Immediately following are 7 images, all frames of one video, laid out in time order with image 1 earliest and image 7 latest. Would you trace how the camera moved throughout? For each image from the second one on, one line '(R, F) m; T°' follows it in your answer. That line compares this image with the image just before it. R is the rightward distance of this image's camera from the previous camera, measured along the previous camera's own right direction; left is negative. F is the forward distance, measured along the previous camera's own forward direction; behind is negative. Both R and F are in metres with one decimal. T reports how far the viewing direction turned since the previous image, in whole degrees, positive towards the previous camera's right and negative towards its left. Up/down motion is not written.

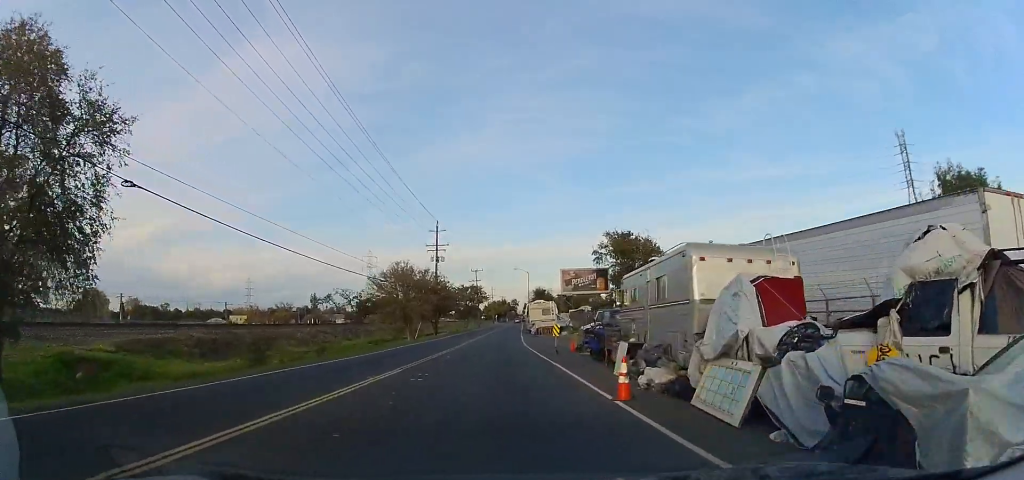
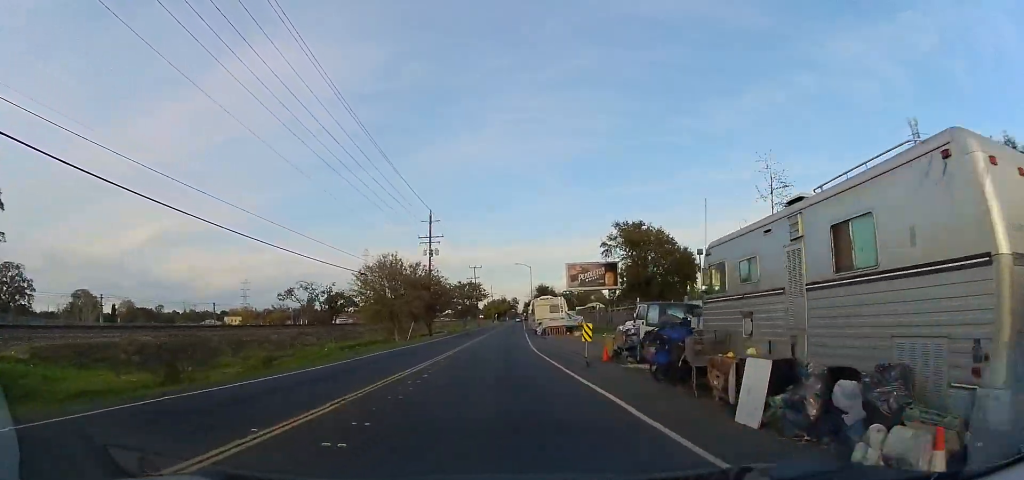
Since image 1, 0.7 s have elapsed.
(+0.2, +6.5) m; +1°
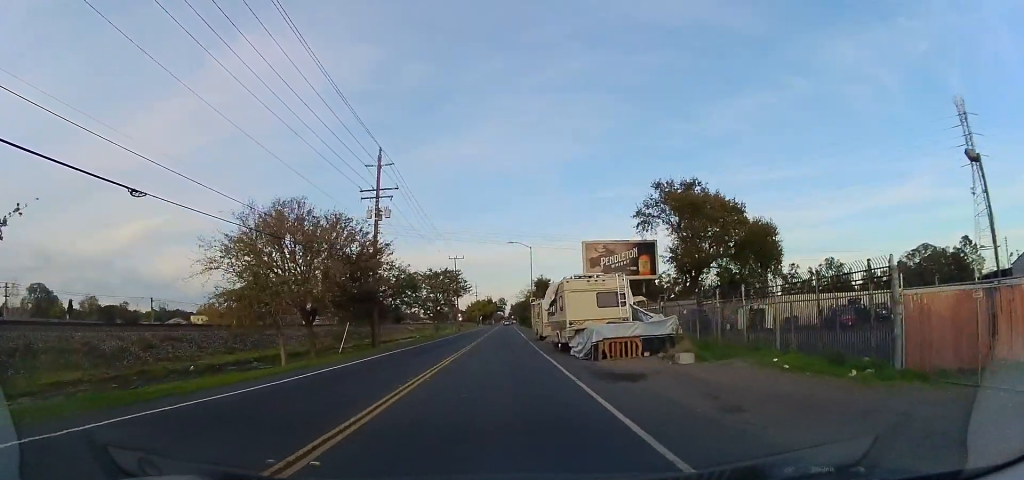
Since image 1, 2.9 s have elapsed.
(-0.4, +22.9) m; 0°
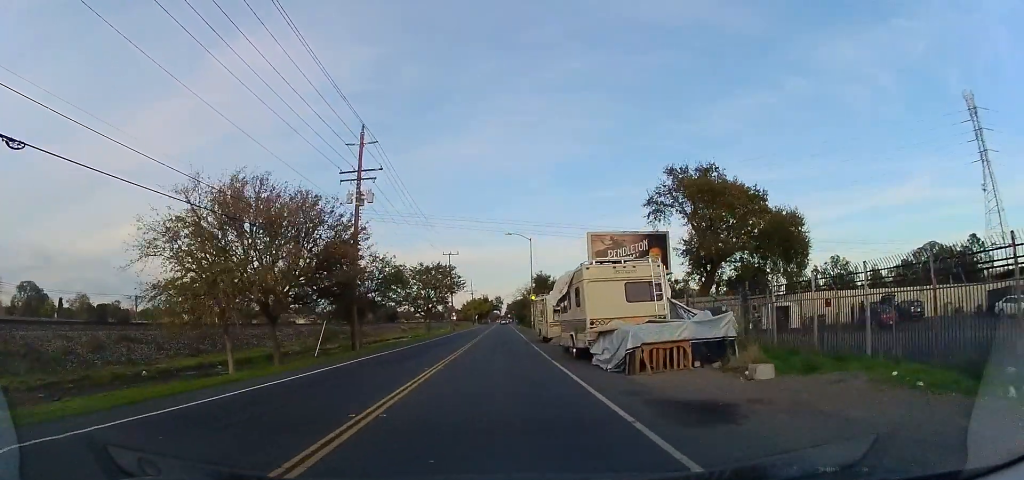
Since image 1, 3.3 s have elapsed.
(+0.3, +4.9) m; +1°
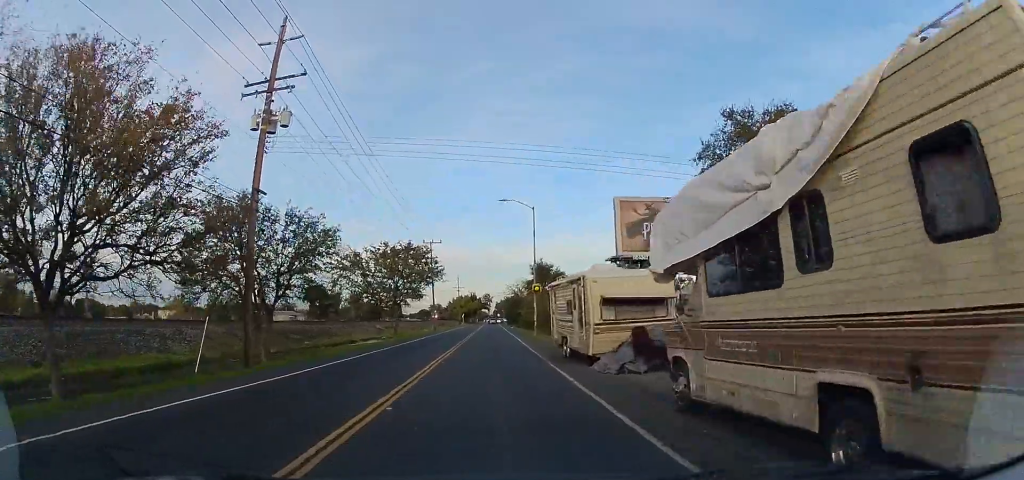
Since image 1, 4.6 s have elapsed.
(+0.5, +14.4) m; +1°
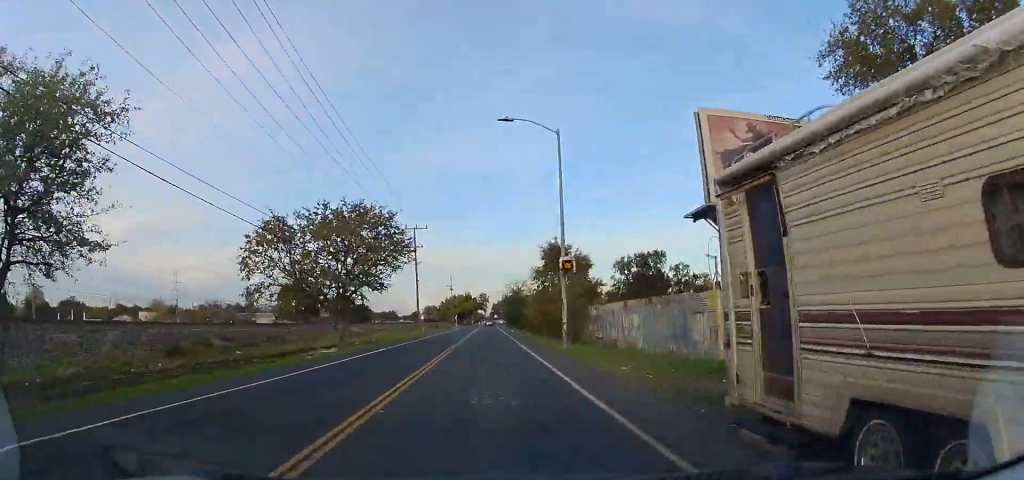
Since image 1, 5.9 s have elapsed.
(-0.3, +15.2) m; +1°
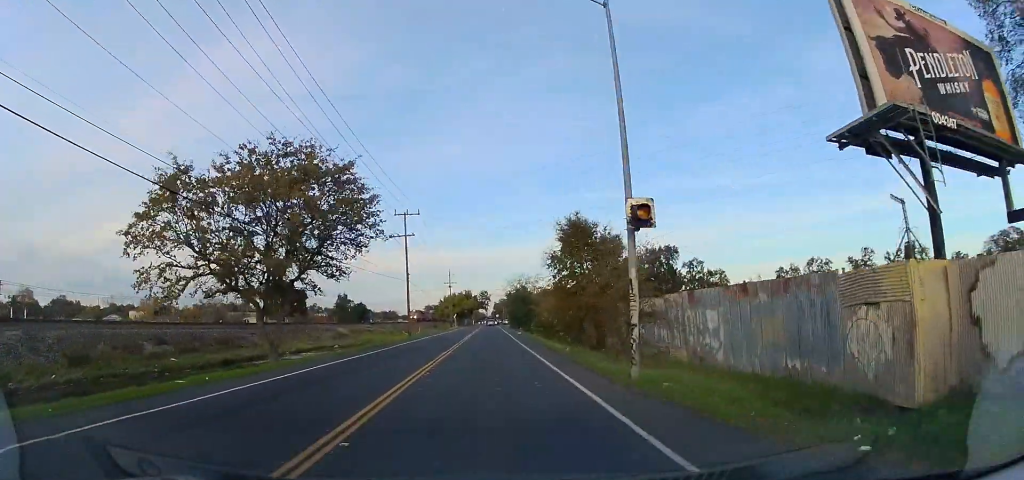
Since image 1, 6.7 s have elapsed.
(+0.5, +9.4) m; +1°
